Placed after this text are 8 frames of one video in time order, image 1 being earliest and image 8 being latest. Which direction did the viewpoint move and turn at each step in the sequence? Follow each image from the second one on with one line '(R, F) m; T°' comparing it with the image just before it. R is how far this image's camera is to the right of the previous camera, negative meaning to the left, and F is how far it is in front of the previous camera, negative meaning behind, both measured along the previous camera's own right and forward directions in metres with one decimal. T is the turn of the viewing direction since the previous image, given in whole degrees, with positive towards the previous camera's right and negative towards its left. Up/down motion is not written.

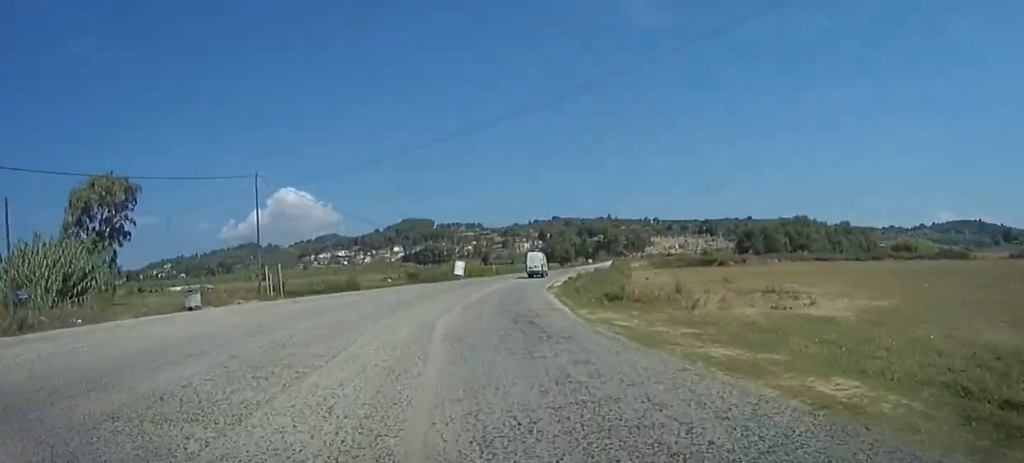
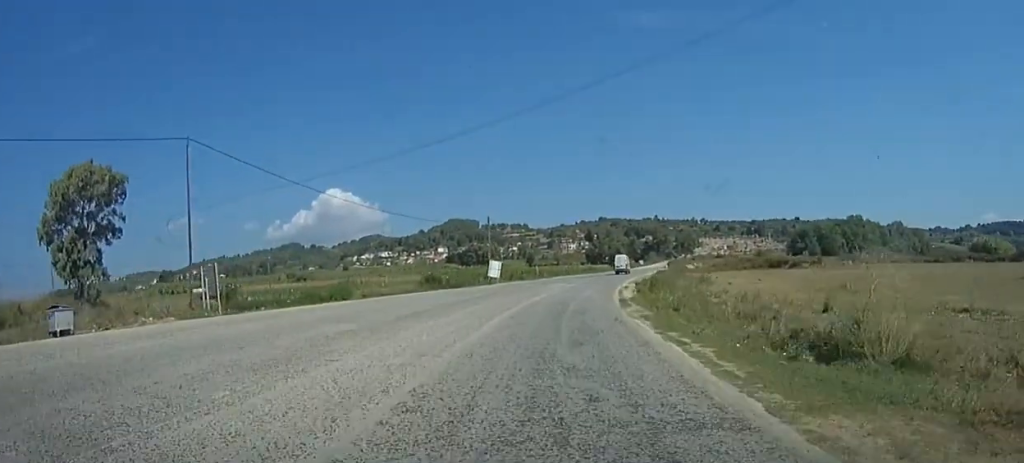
(-1.3, +11.6) m; -7°
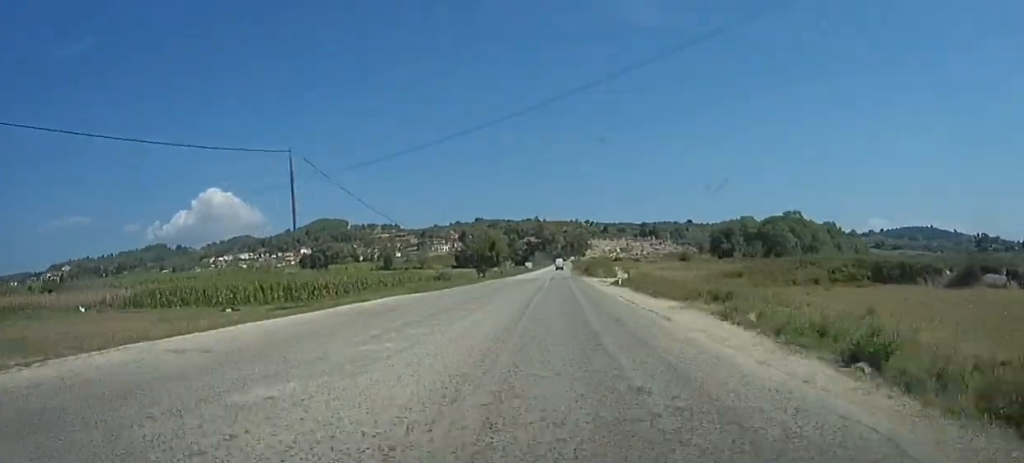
(+5.4, +57.2) m; +9°
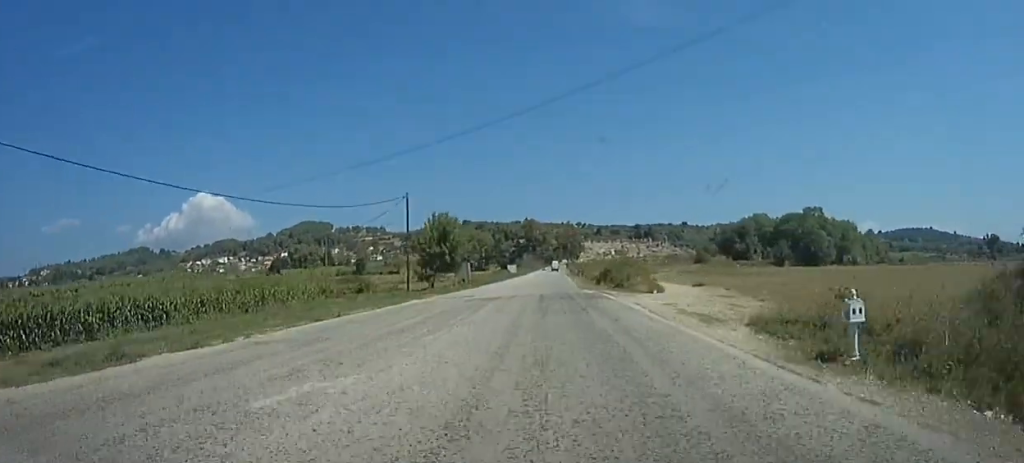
(+0.6, +30.3) m; +2°
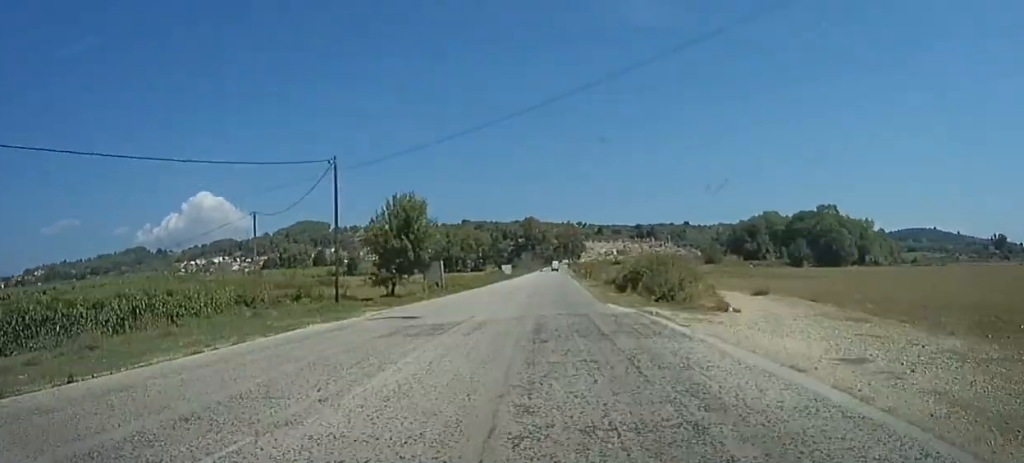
(+0.1, +16.9) m; +1°
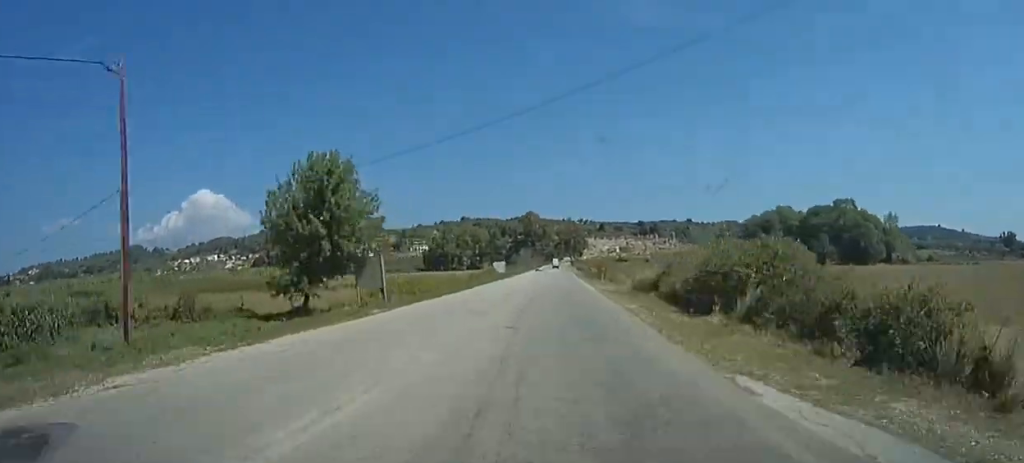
(0.0, +17.1) m; +1°
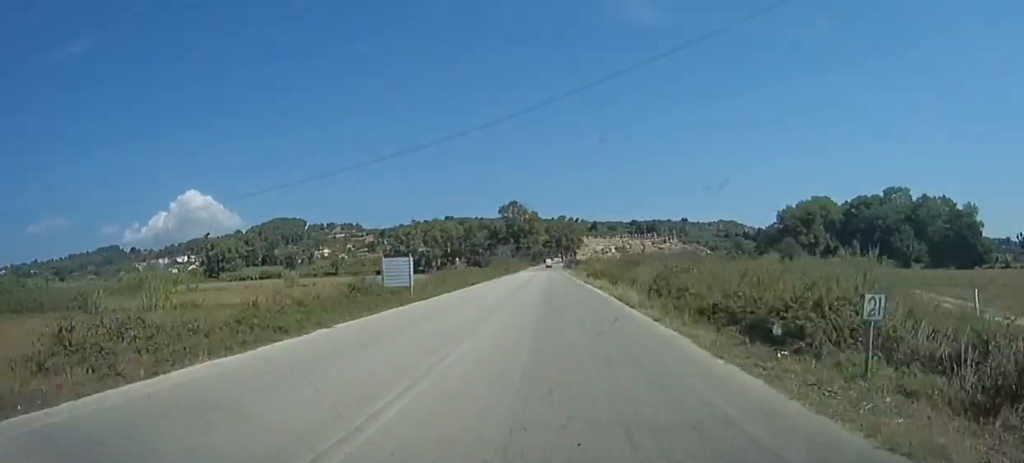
(+1.3, +55.9) m; +1°
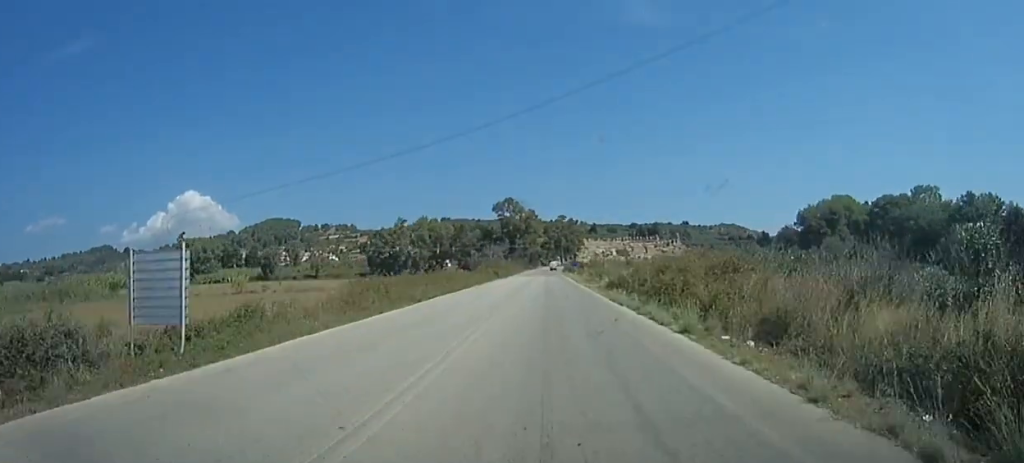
(+0.3, +21.6) m; 0°
